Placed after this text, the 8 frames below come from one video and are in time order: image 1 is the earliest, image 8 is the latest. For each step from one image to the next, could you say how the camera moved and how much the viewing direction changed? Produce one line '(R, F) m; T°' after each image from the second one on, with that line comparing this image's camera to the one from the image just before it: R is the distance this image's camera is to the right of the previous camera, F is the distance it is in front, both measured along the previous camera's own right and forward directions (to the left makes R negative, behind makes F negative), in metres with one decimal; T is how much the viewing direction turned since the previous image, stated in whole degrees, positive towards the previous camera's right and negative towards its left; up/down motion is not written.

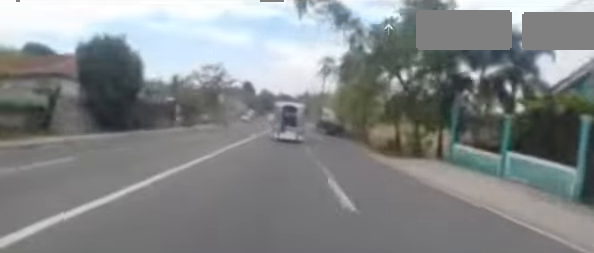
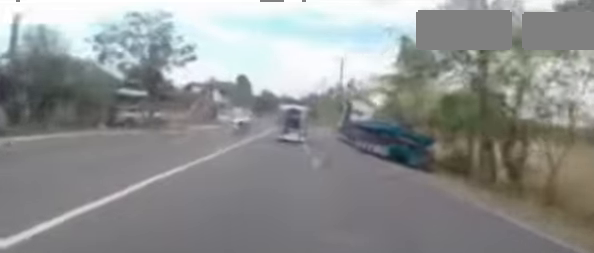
(+0.4, +23.7) m; 0°
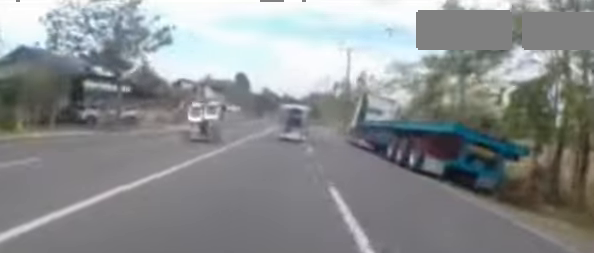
(-0.1, +5.3) m; -1°
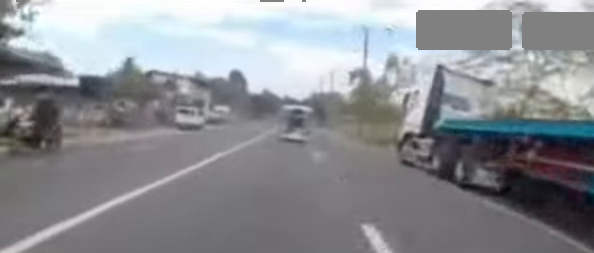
(+0.1, +11.2) m; 0°
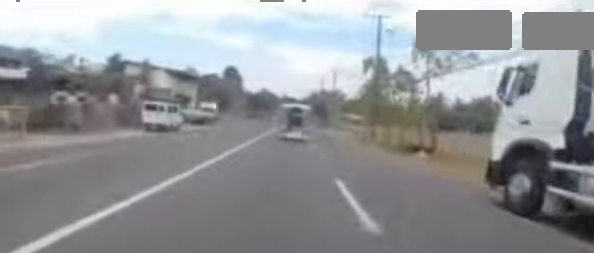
(0.0, +6.4) m; 0°
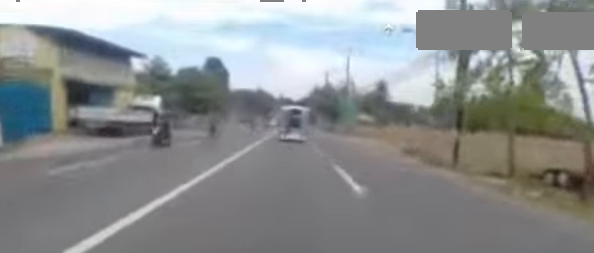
(-0.1, +16.8) m; 0°
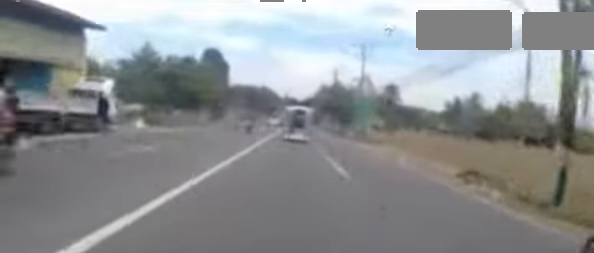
(0.0, +6.2) m; 0°
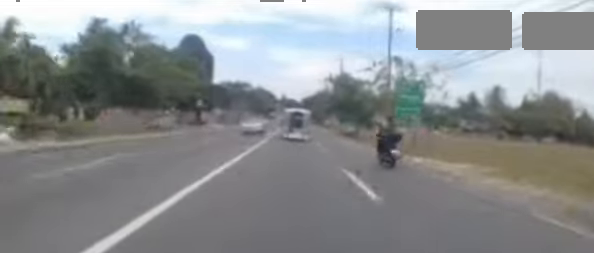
(0.0, +11.9) m; 0°
